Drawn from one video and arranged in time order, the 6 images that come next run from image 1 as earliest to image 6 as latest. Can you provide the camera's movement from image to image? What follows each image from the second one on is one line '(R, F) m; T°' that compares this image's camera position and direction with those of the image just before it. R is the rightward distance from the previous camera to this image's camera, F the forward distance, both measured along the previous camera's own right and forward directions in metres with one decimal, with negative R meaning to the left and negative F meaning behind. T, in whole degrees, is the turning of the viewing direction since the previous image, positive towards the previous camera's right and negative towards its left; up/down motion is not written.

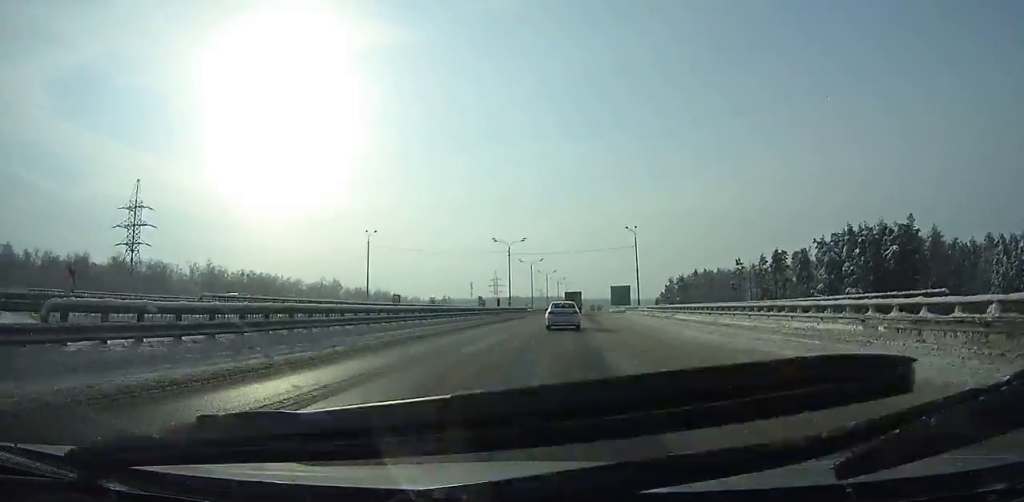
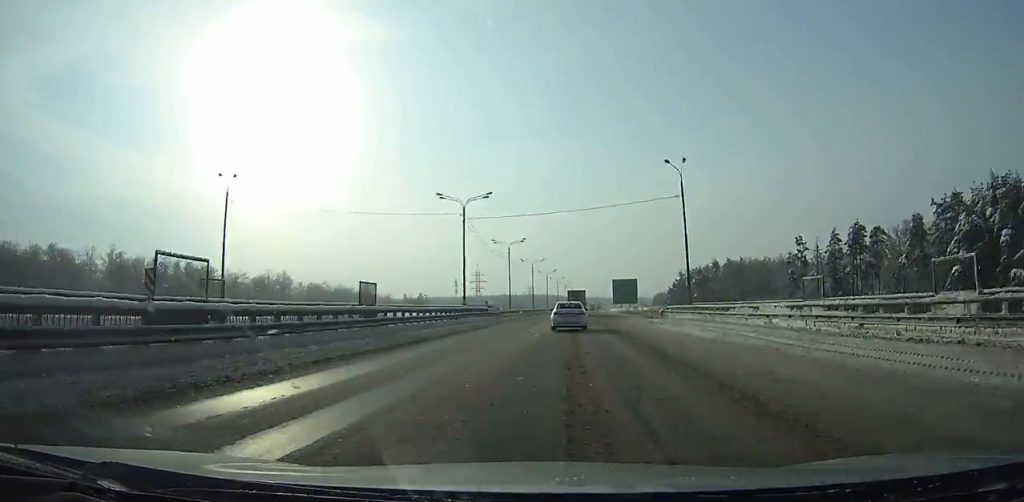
(+0.7, +42.9) m; +1°
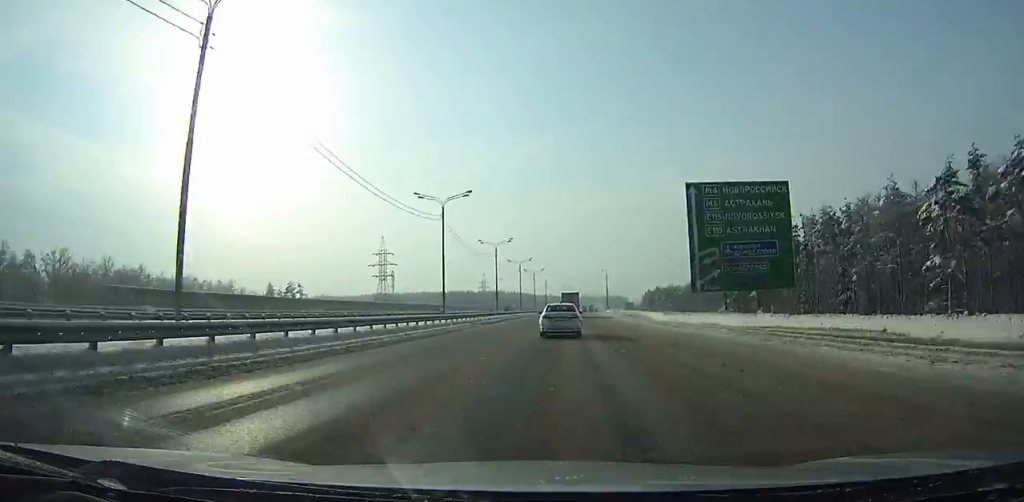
(+3.3, +135.7) m; +2°
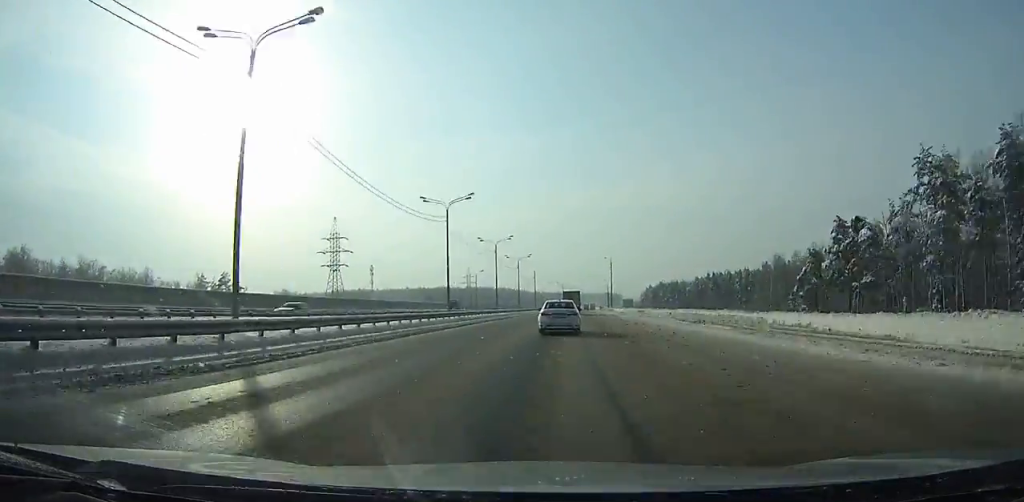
(+0.3, +41.4) m; +1°
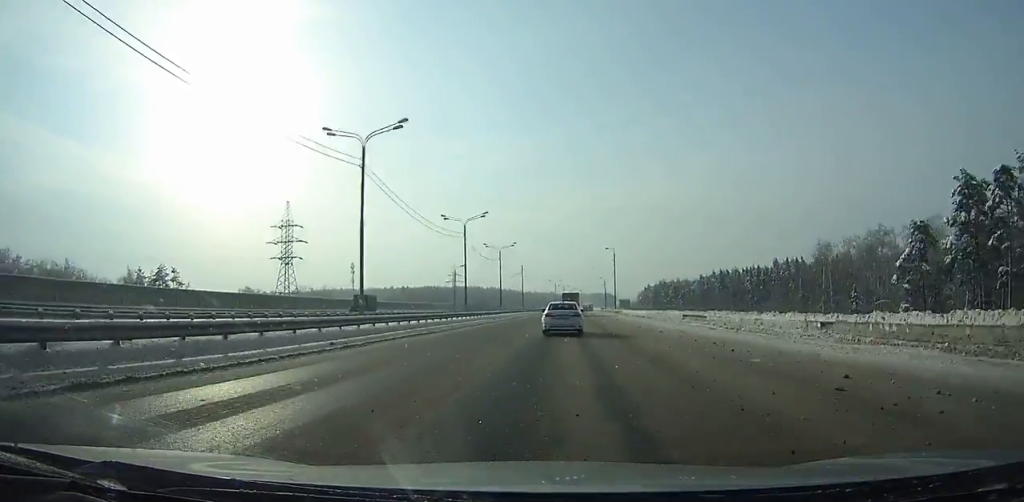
(0.0, +27.6) m; 0°
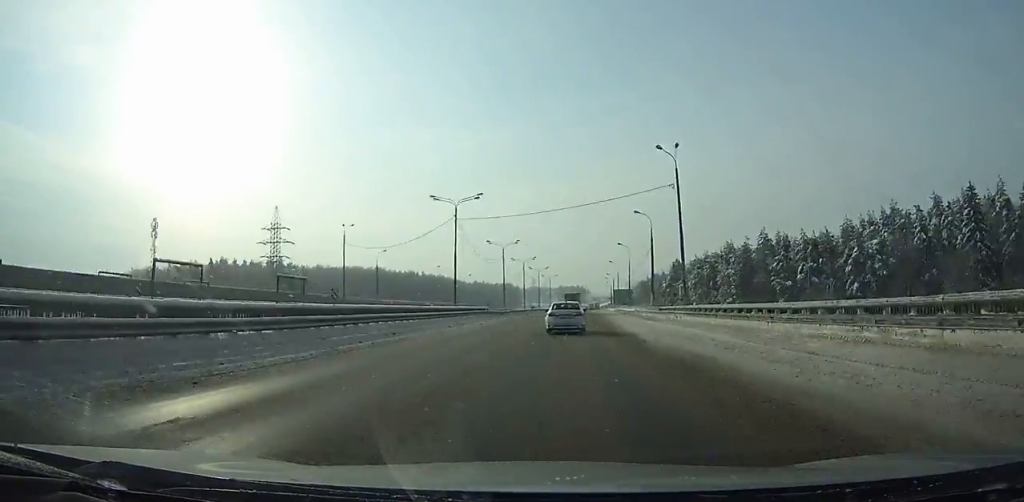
(+5.7, +199.9) m; +4°
